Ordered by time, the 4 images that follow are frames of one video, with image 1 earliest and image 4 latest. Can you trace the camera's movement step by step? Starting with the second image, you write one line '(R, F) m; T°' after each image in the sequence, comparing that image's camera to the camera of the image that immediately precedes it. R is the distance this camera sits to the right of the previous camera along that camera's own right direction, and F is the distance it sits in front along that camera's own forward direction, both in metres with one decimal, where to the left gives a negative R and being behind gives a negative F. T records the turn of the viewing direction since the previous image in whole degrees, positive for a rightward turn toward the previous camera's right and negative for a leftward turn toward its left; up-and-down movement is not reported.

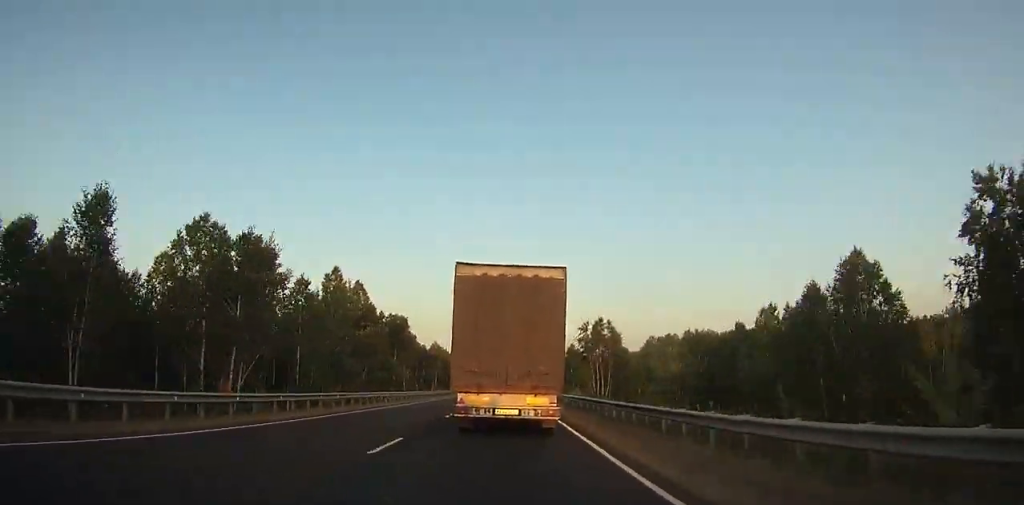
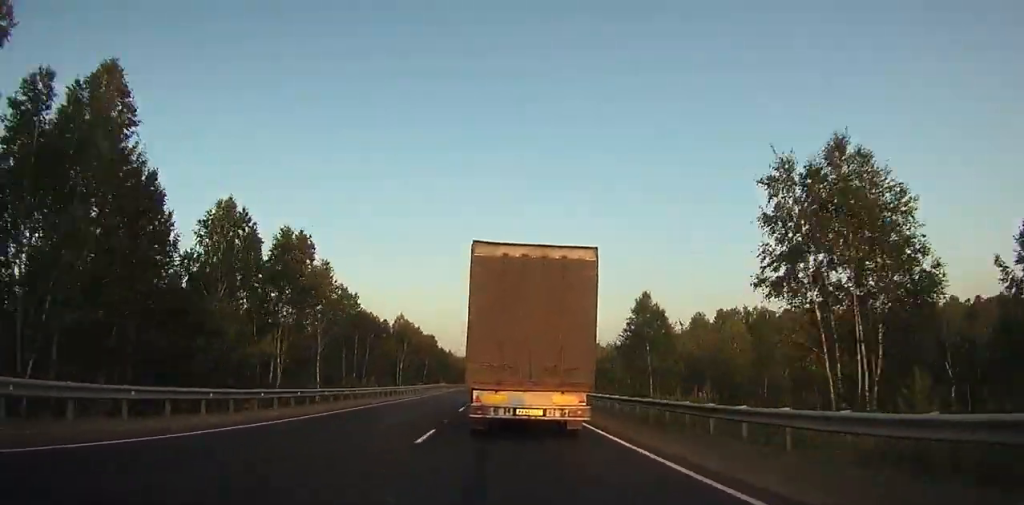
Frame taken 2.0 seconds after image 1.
(0.0, +32.9) m; 0°
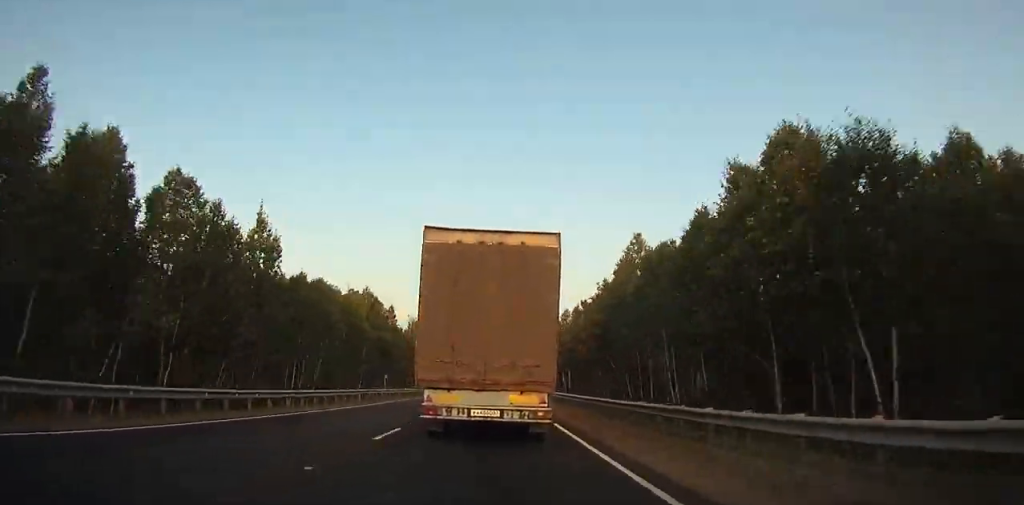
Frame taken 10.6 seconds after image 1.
(-0.1, +144.4) m; 0°
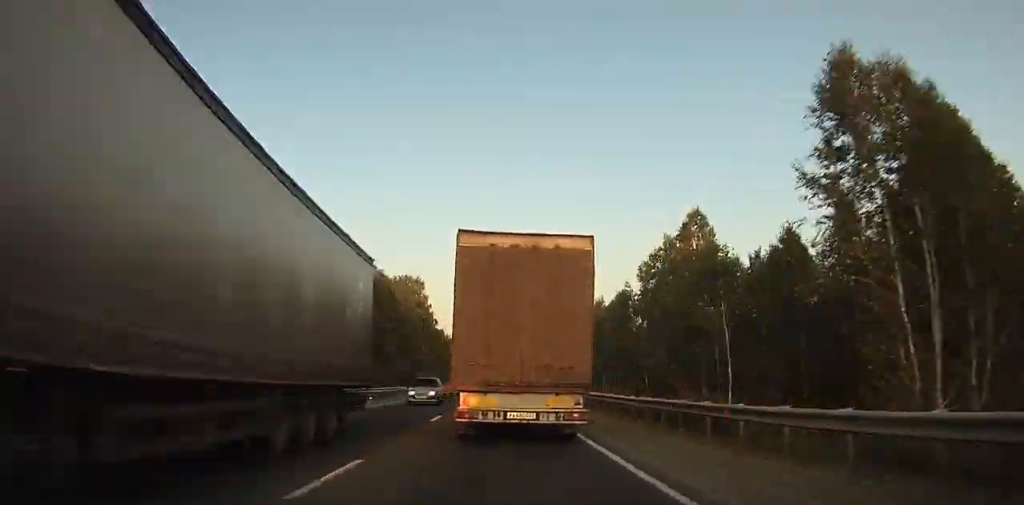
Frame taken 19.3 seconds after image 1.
(-8.0, +155.1) m; -3°
